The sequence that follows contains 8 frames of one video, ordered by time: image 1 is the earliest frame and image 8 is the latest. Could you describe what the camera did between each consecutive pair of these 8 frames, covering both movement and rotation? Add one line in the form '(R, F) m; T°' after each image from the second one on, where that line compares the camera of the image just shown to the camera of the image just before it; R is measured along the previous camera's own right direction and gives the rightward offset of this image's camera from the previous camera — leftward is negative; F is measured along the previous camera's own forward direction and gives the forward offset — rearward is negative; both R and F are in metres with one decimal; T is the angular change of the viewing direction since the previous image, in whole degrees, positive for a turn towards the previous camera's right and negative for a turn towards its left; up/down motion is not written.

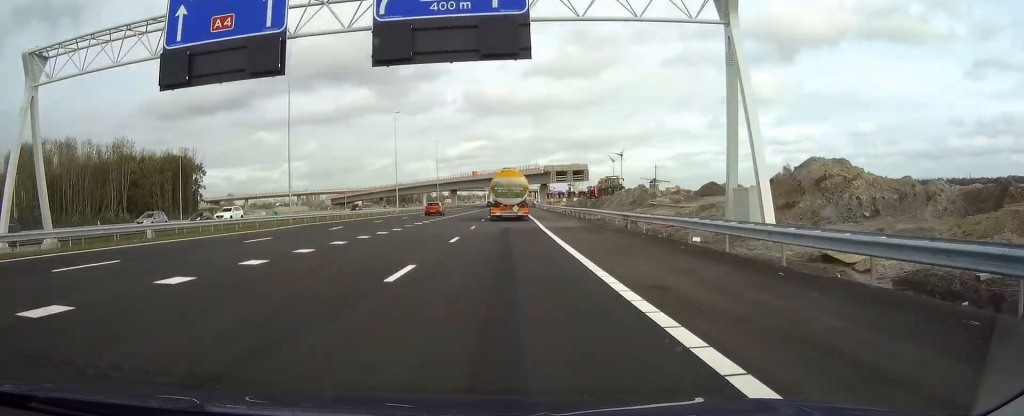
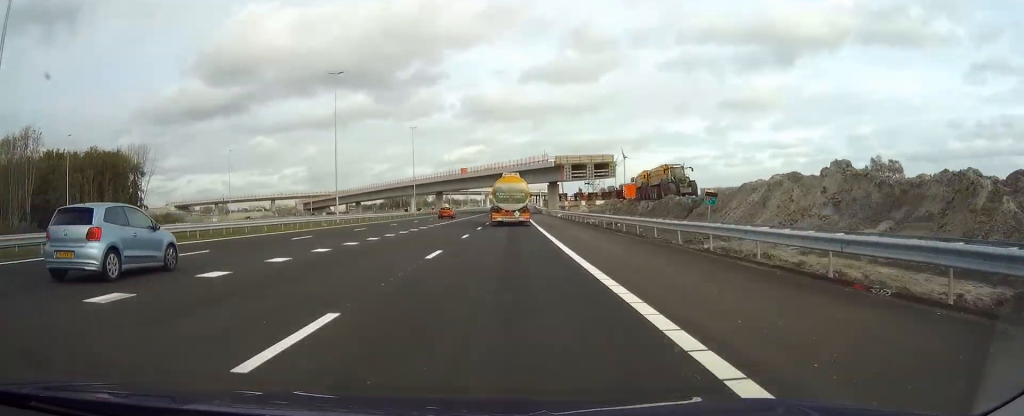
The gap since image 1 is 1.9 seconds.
(+0.1, +42.3) m; 0°
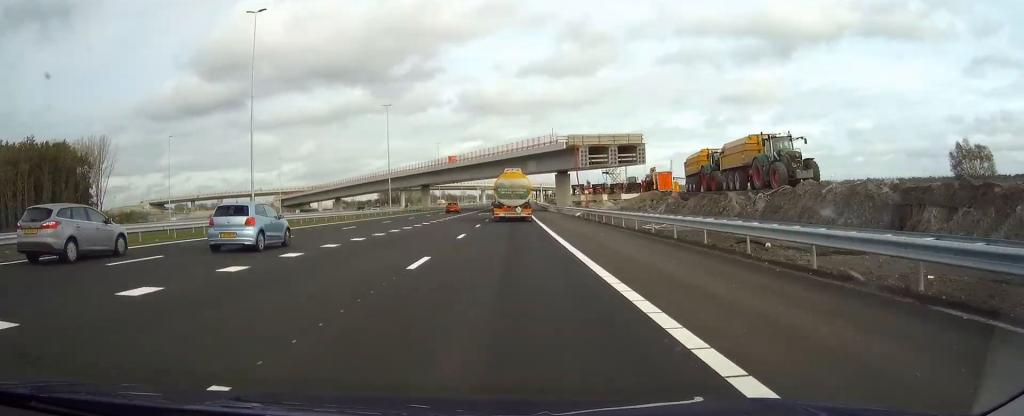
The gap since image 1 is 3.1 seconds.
(+0.1, +27.2) m; 0°
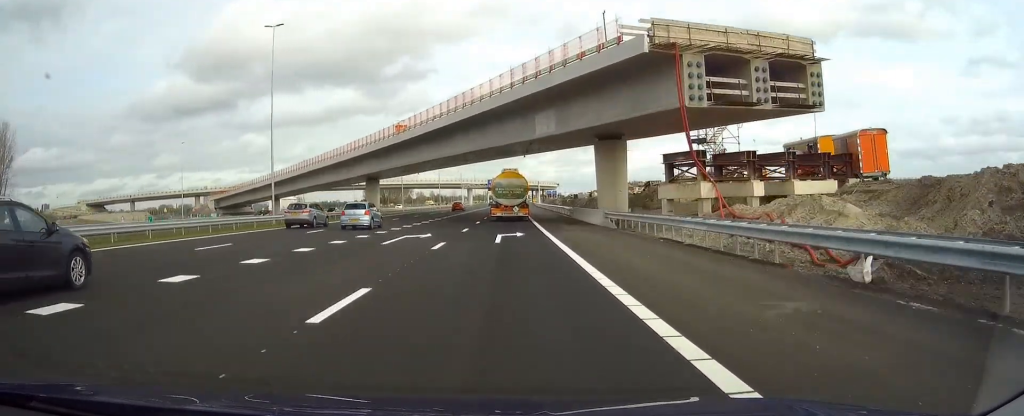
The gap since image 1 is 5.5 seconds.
(0.0, +54.5) m; 0°
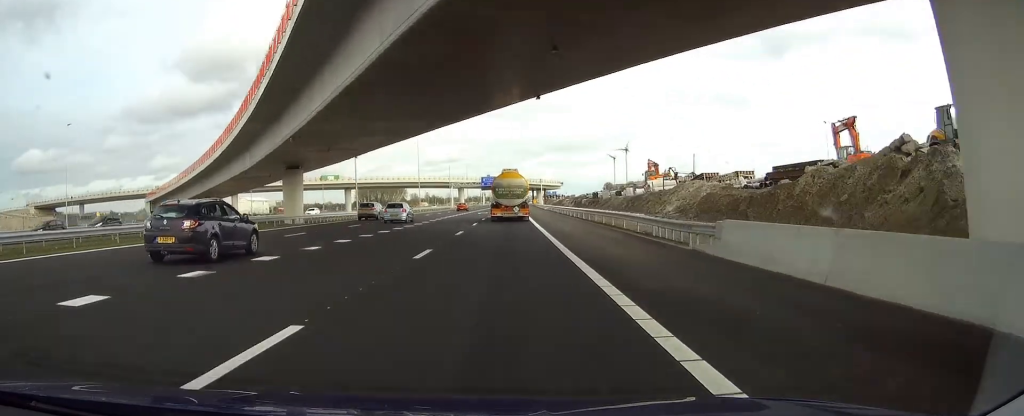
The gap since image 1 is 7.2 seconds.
(+0.1, +39.5) m; +1°
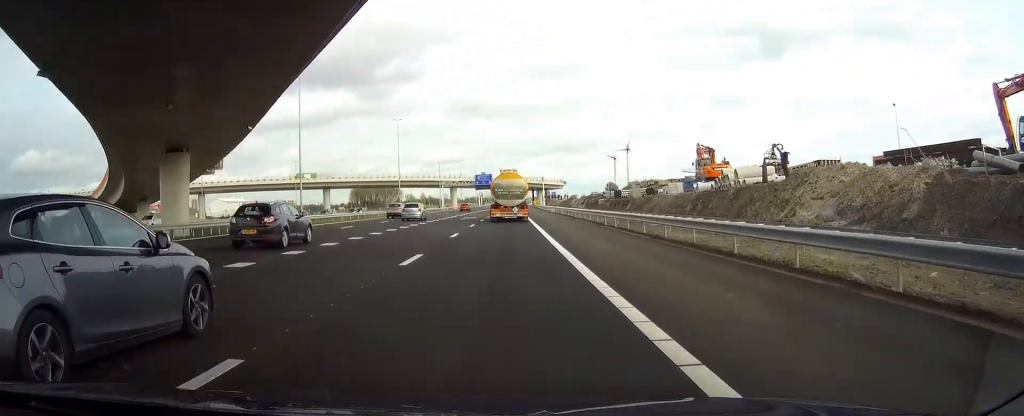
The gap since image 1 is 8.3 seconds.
(+0.2, +25.8) m; 0°
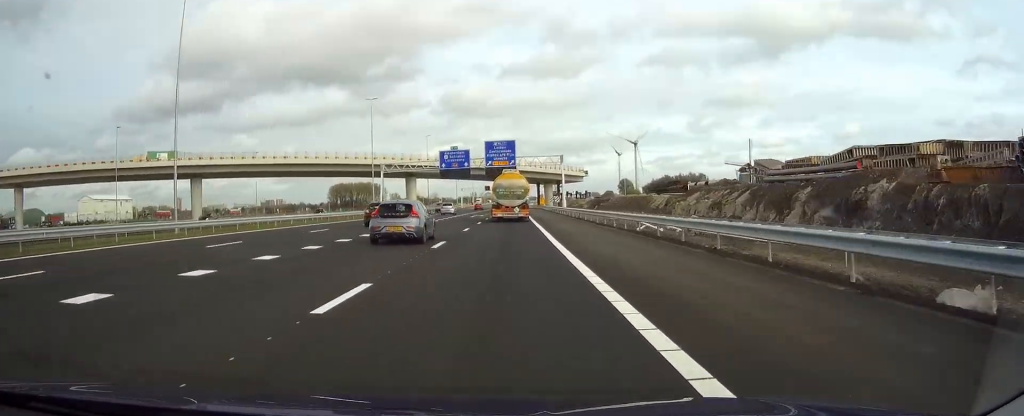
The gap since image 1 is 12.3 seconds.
(-0.2, +91.2) m; 0°
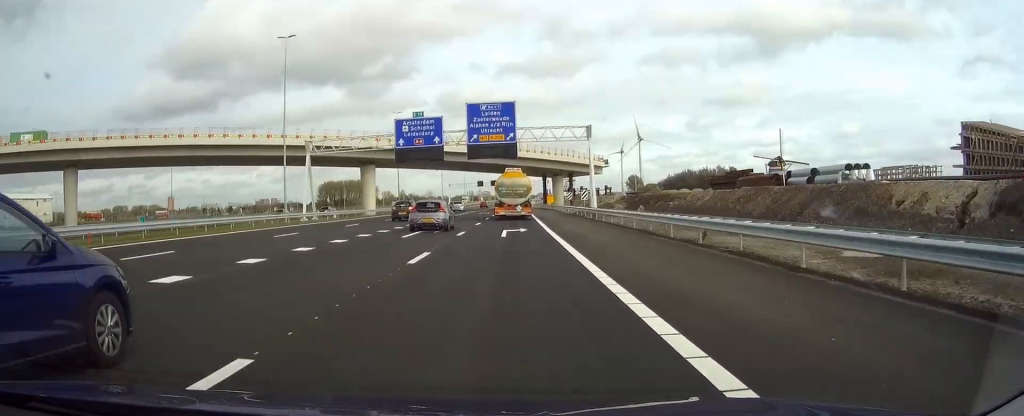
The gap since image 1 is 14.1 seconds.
(+0.1, +41.1) m; 0°
